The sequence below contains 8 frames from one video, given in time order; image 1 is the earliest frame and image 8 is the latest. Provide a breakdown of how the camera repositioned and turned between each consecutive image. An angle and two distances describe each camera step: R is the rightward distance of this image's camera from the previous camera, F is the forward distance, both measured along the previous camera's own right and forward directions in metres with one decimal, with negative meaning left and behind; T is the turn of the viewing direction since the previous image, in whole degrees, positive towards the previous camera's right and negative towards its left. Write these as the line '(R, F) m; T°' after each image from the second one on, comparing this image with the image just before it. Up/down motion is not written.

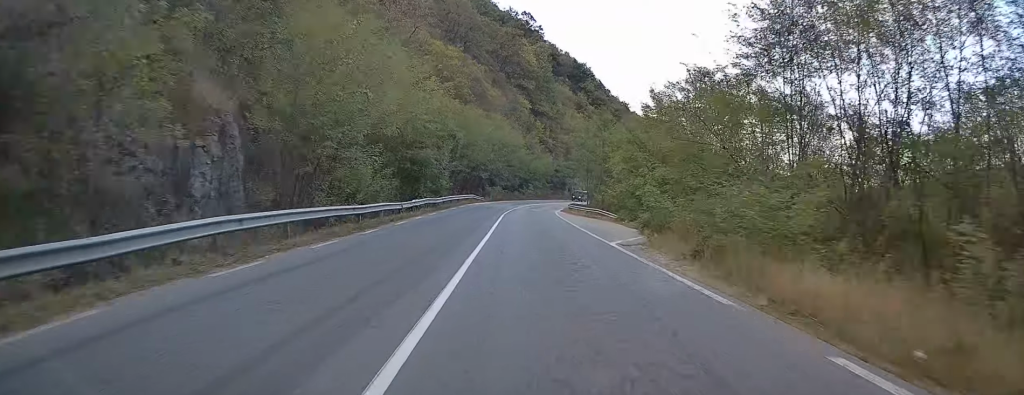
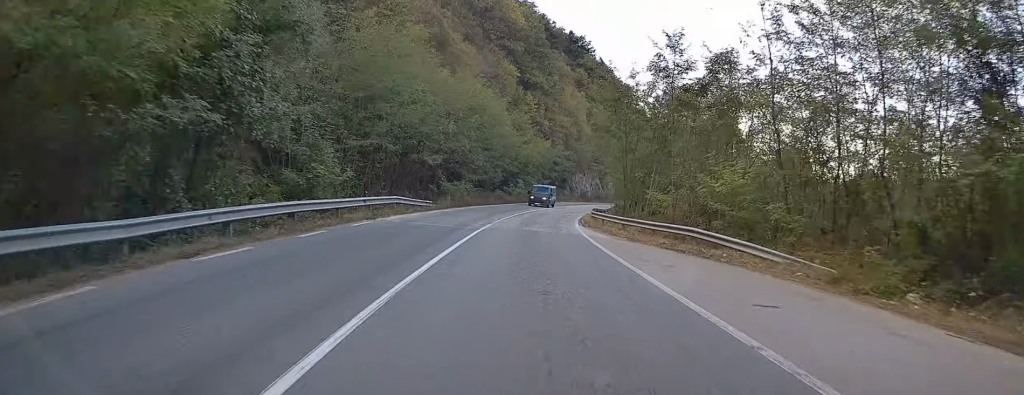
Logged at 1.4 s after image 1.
(-0.7, +34.3) m; 0°
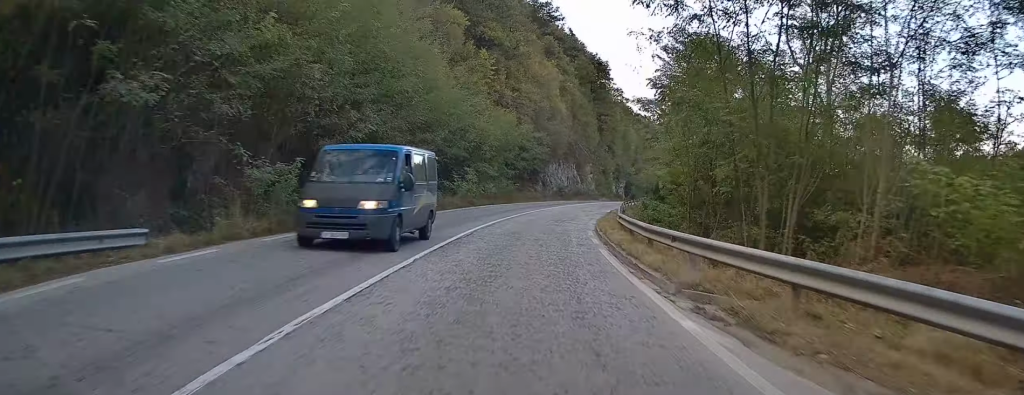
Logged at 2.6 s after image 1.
(+0.6, +27.9) m; +3°
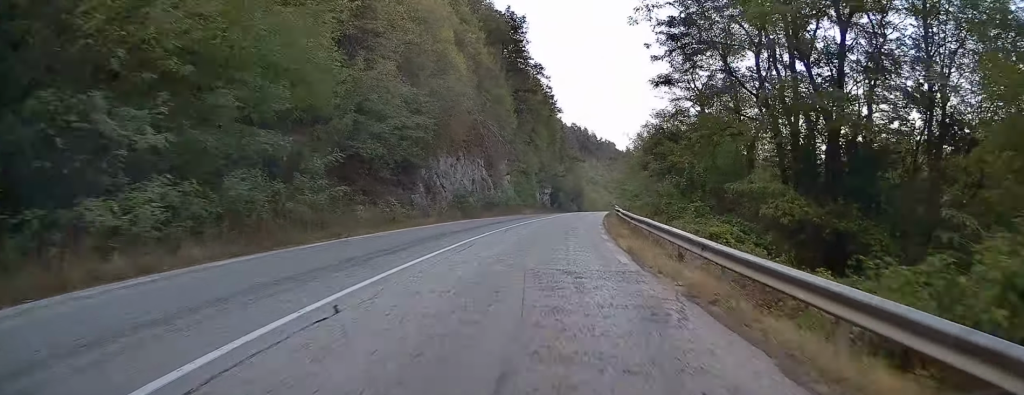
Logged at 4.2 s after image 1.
(+2.3, +38.0) m; +7°
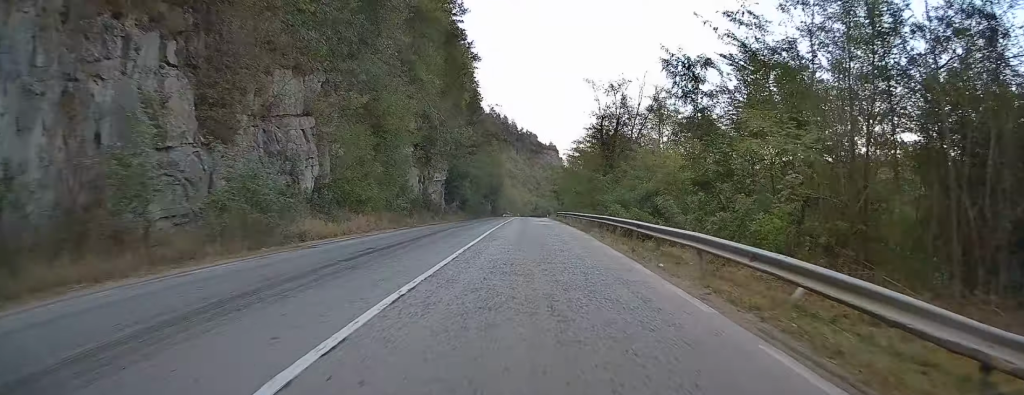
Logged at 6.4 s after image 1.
(+4.4, +49.9) m; +8°
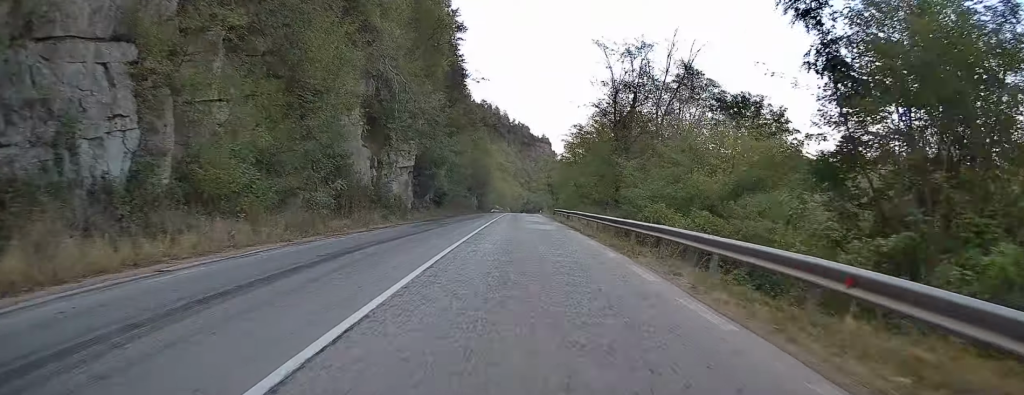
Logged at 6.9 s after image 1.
(+0.1, +13.4) m; +1°
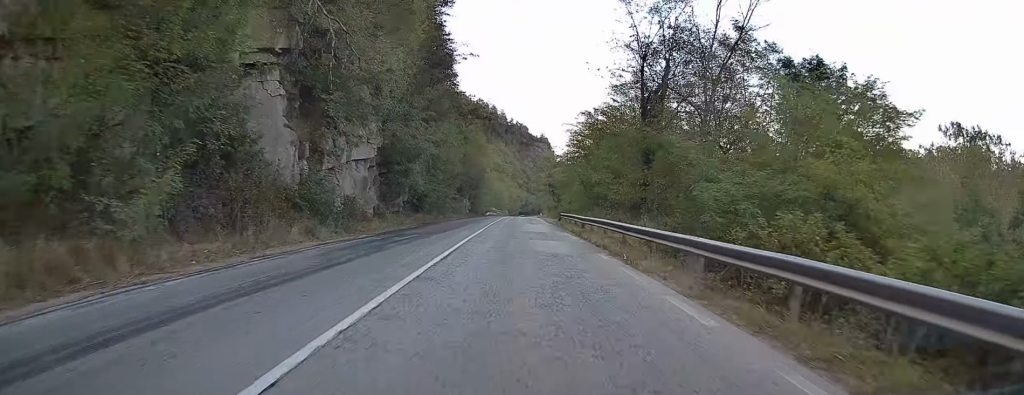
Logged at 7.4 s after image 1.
(0.0, +11.7) m; 0°
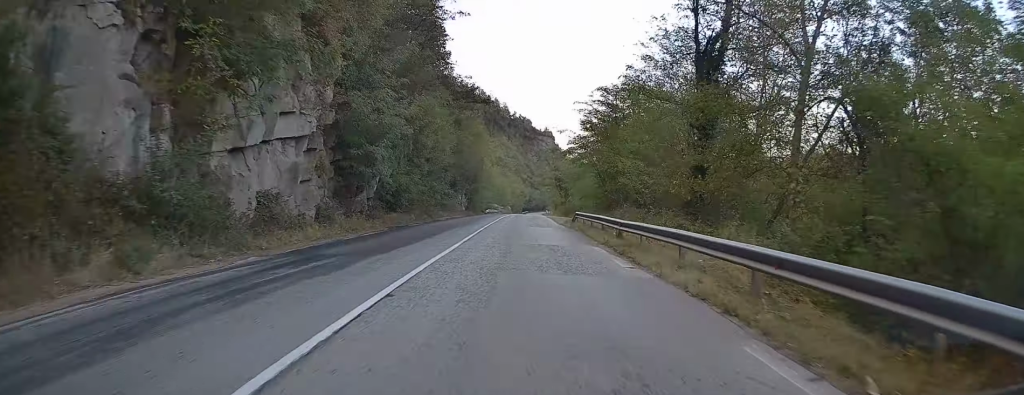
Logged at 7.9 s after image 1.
(0.0, +10.8) m; 0°
